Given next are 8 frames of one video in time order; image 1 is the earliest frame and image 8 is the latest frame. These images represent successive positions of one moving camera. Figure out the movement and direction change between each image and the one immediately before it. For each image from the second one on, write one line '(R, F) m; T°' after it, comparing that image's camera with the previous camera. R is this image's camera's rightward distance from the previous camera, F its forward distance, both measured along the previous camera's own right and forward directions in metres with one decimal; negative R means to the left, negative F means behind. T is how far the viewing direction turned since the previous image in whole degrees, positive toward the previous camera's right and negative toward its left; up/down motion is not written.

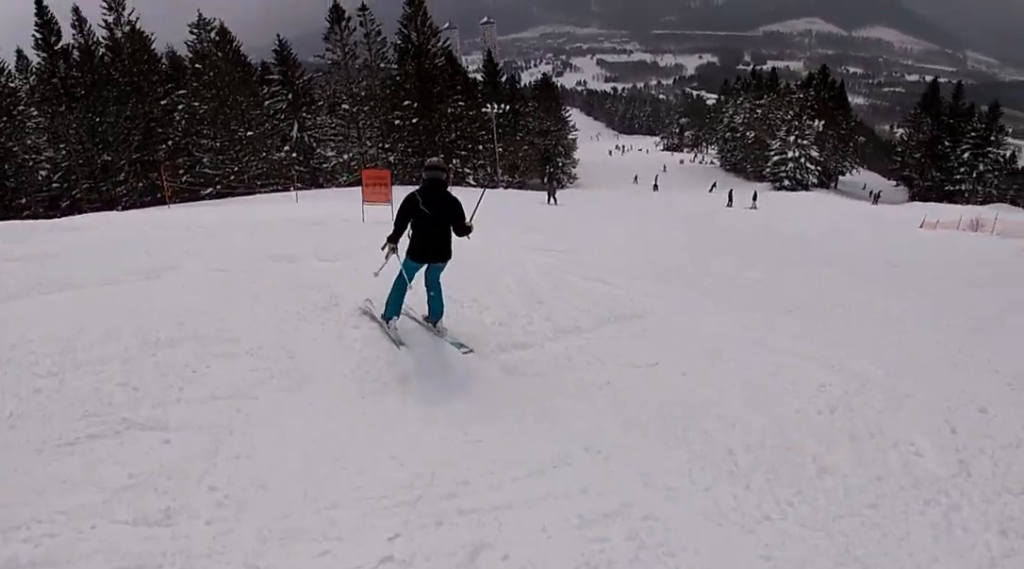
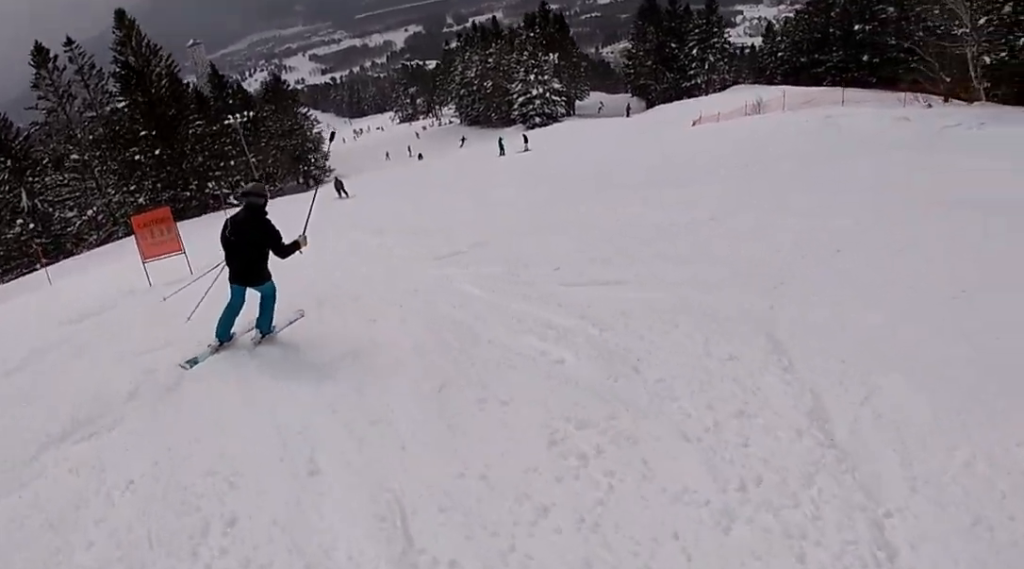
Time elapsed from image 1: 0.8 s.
(0.0, +4.2) m; +14°
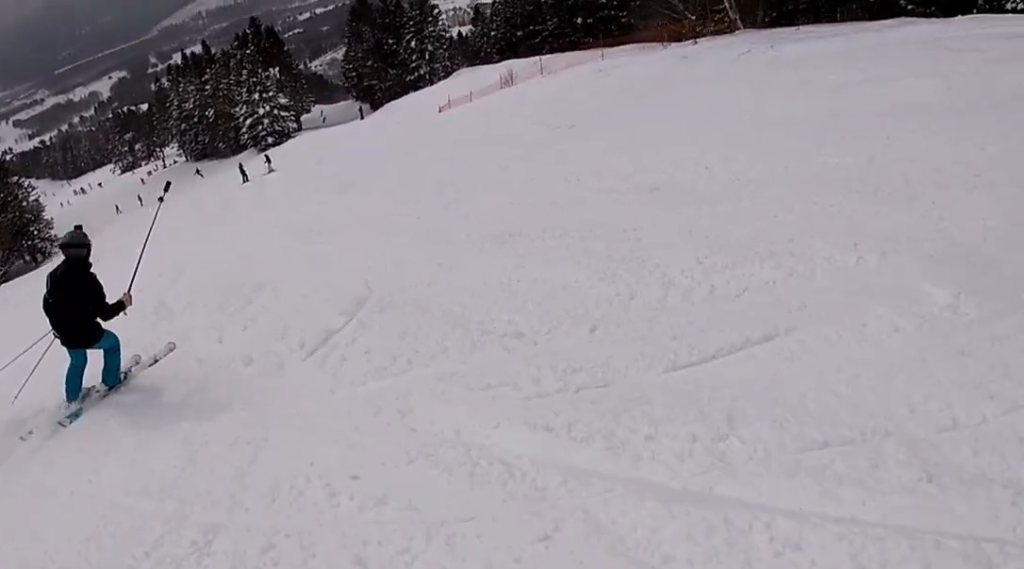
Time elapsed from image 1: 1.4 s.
(+0.6, +3.8) m; +21°
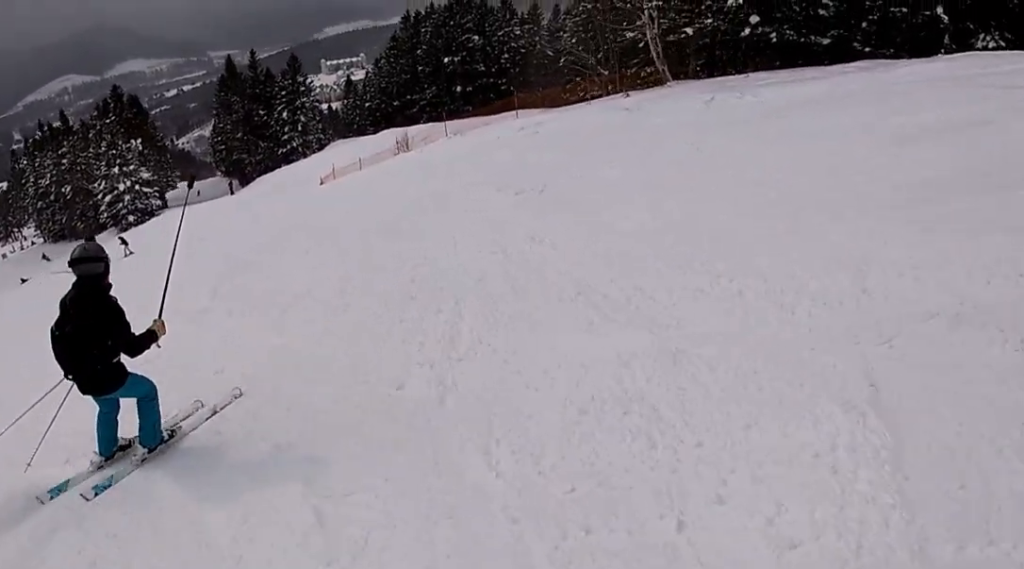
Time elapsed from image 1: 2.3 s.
(+1.3, +5.0) m; +21°
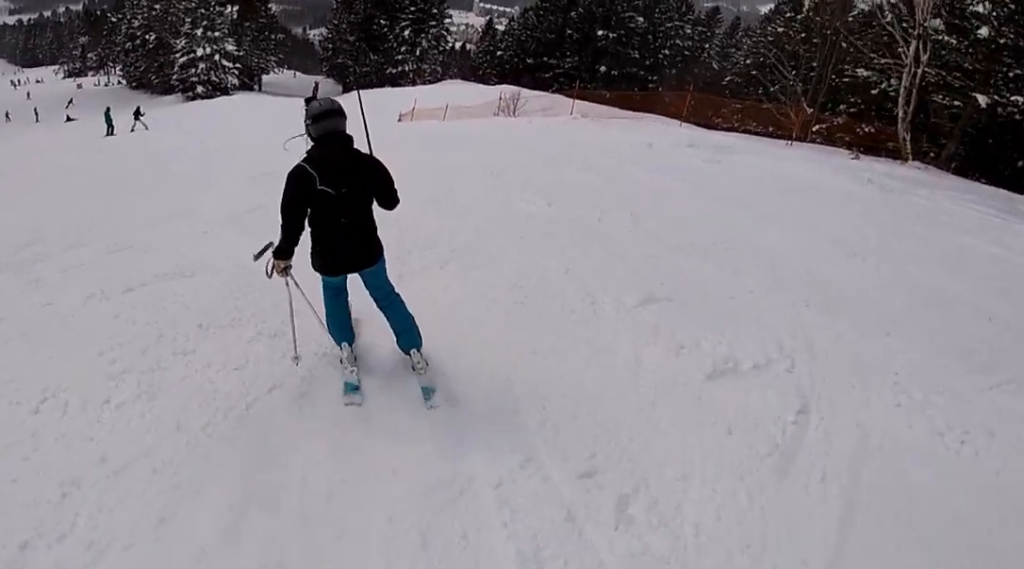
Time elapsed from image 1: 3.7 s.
(+1.3, +8.5) m; -5°
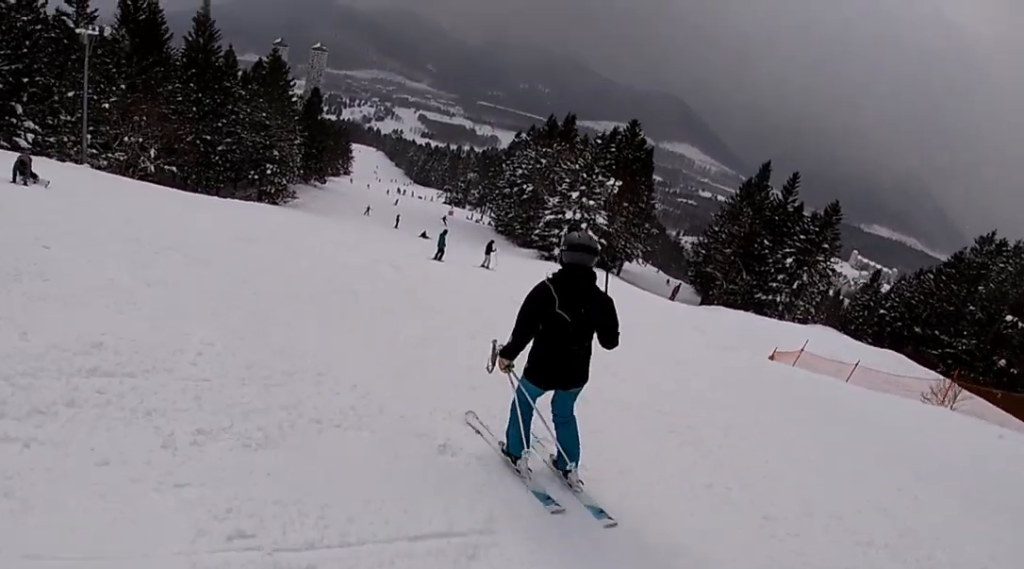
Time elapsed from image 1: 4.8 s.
(-1.9, +6.4) m; -23°
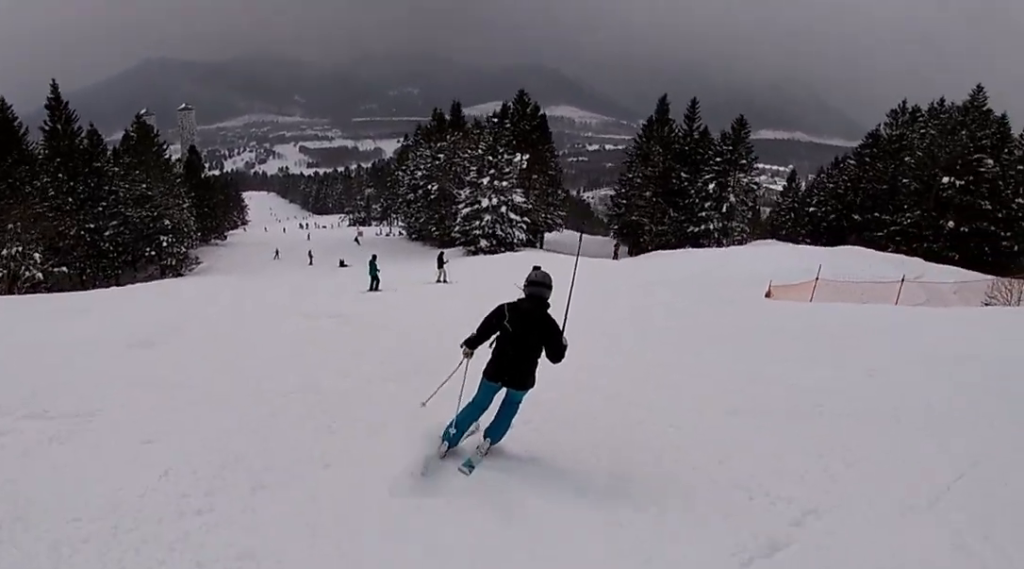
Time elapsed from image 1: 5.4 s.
(-0.7, +3.8) m; 0°
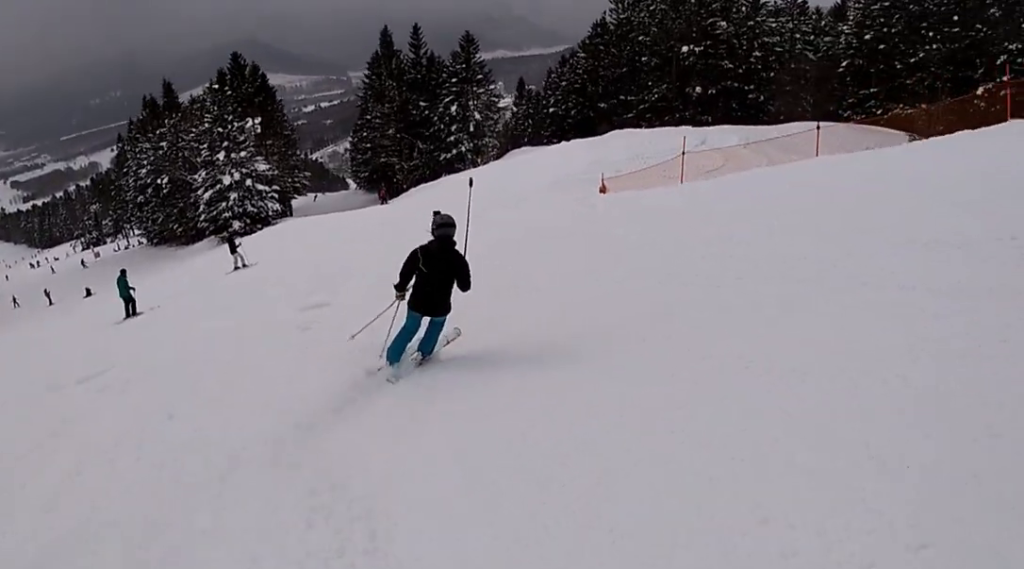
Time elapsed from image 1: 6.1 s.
(+0.4, +4.8) m; +15°
